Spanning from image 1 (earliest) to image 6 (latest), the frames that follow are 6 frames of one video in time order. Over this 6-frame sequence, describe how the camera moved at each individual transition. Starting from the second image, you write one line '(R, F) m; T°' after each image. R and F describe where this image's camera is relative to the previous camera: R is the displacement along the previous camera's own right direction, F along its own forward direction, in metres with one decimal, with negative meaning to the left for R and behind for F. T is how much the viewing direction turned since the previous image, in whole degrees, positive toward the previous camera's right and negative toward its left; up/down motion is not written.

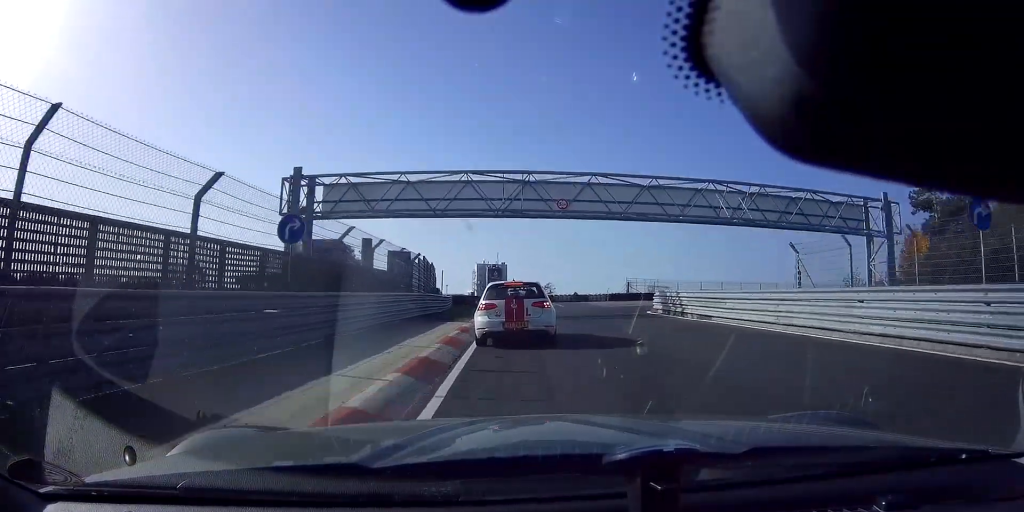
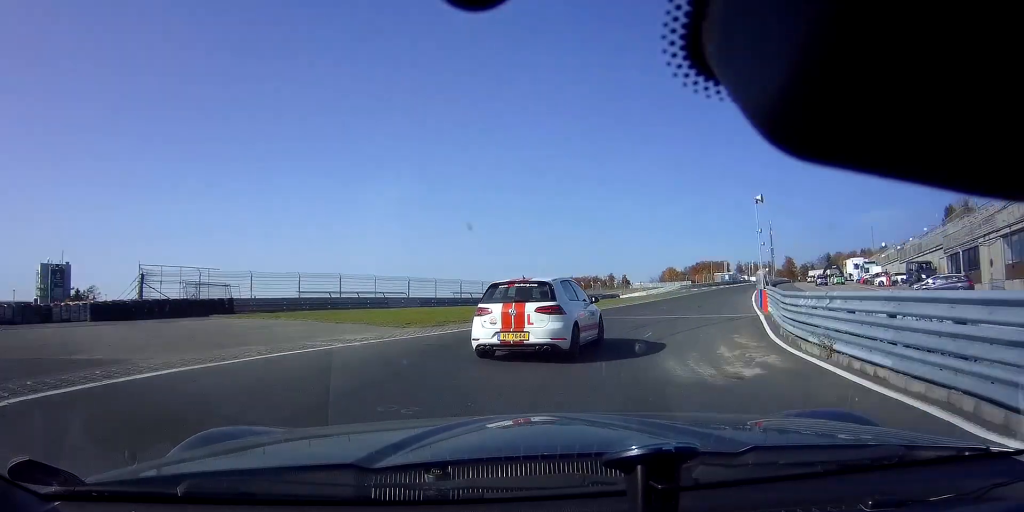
(+15.5, +38.8) m; +48°
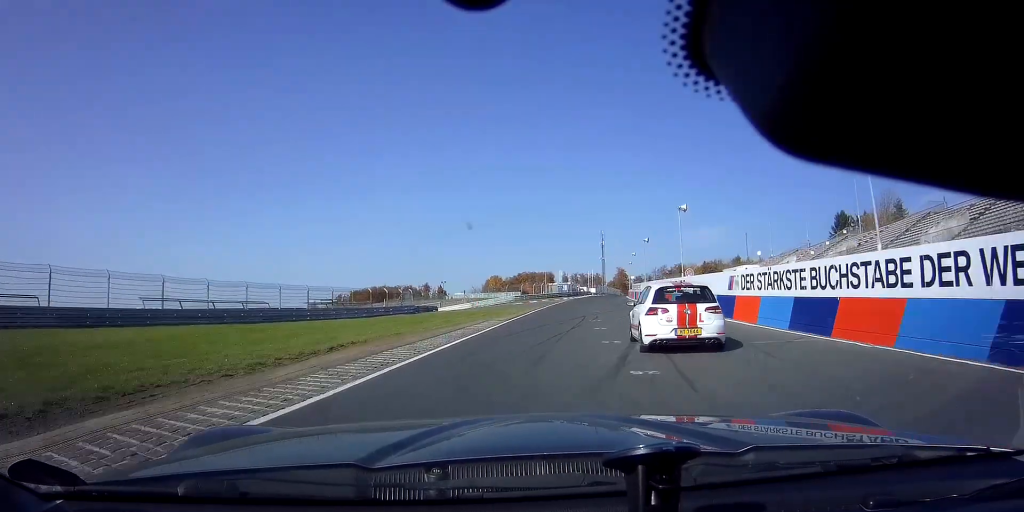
(+3.3, +24.0) m; +15°
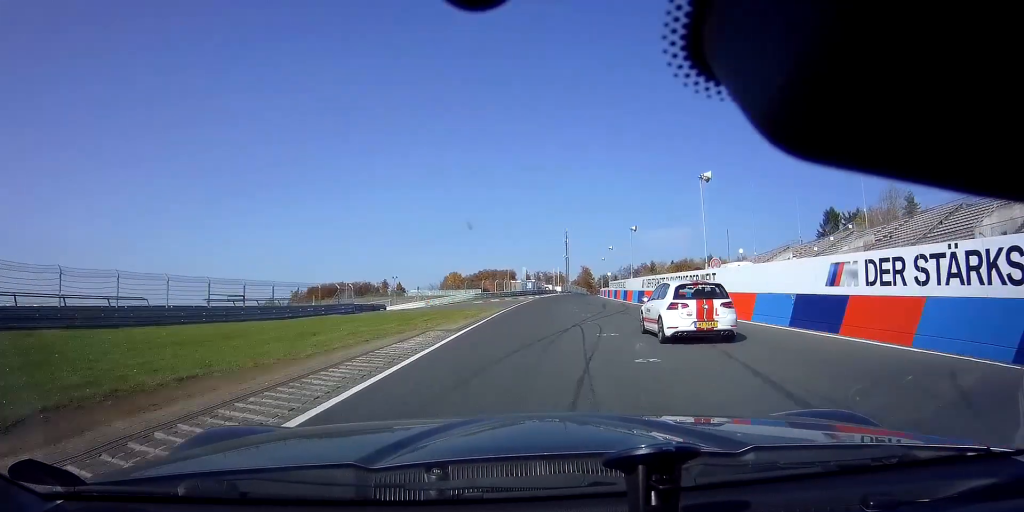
(+0.8, +10.4) m; +3°
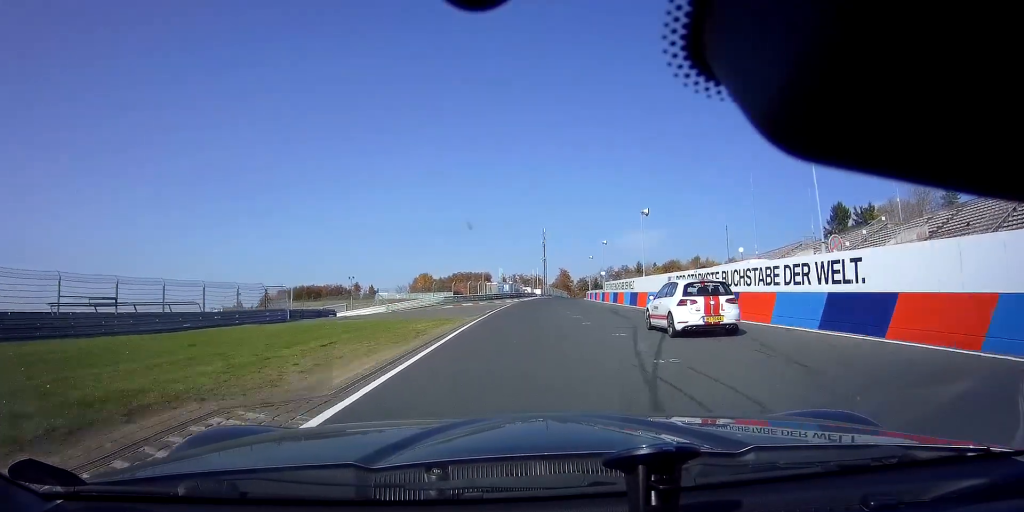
(+0.4, +11.2) m; +3°
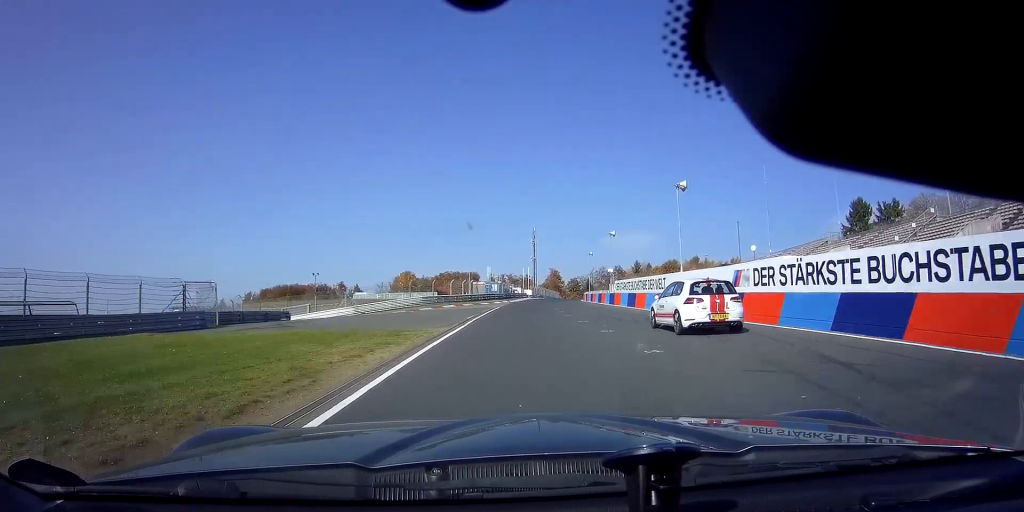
(+0.1, +10.1) m; +1°
